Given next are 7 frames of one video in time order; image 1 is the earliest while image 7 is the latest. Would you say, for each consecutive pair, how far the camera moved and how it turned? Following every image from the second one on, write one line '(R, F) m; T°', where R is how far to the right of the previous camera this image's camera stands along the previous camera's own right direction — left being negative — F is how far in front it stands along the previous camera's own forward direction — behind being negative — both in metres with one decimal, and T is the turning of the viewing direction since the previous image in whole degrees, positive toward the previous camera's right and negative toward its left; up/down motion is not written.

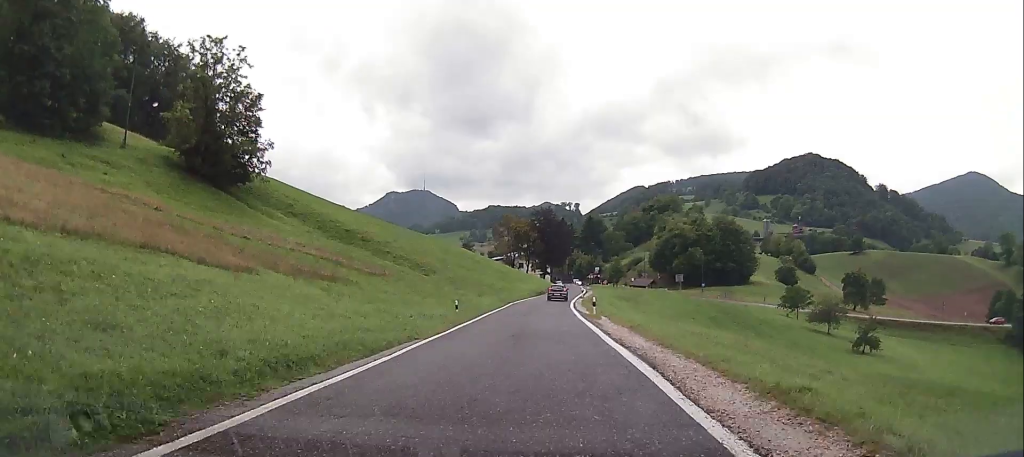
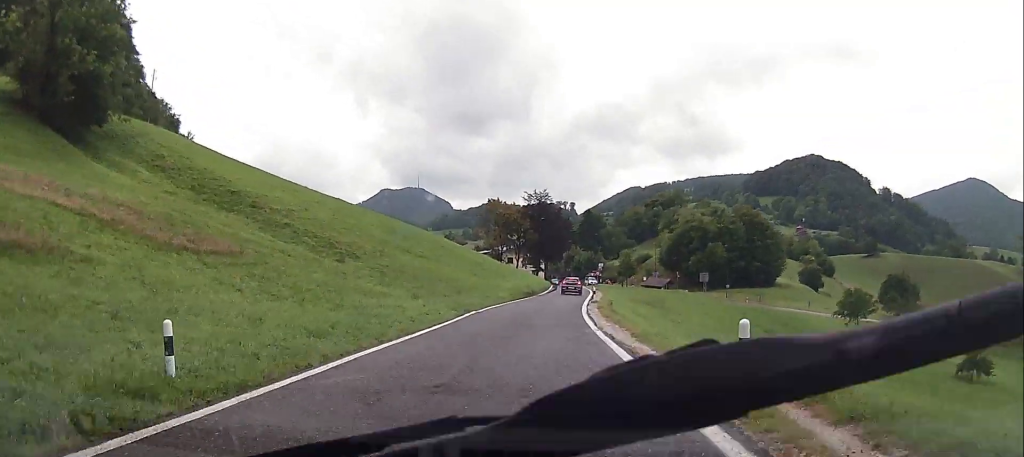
(+0.2, +26.4) m; -1°
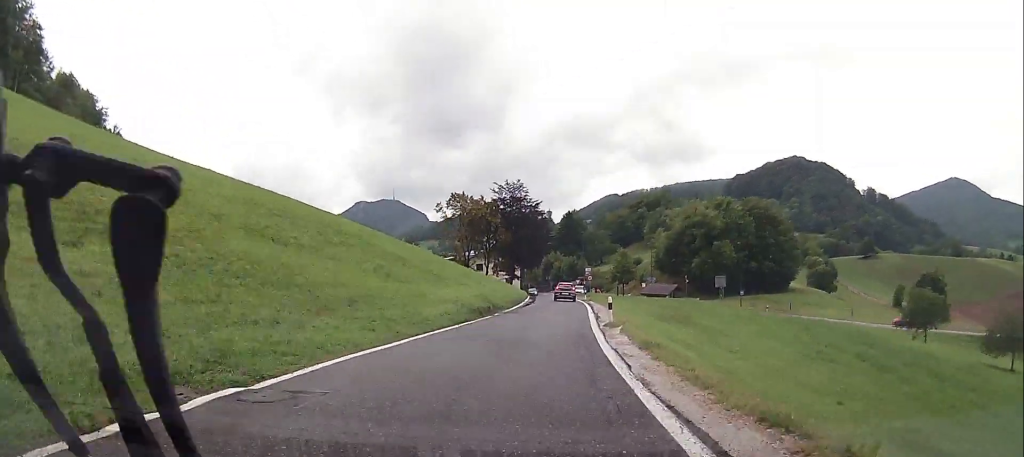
(-0.6, +23.7) m; -1°
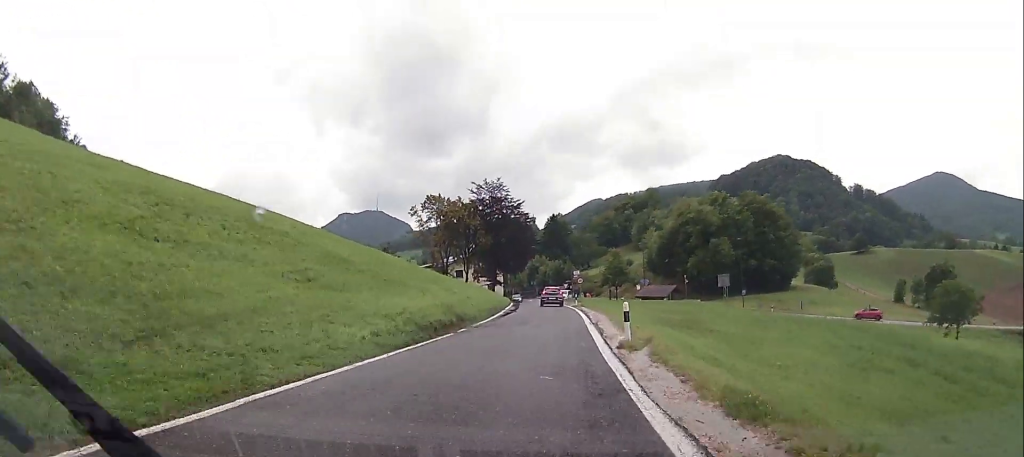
(+0.3, +9.2) m; +1°
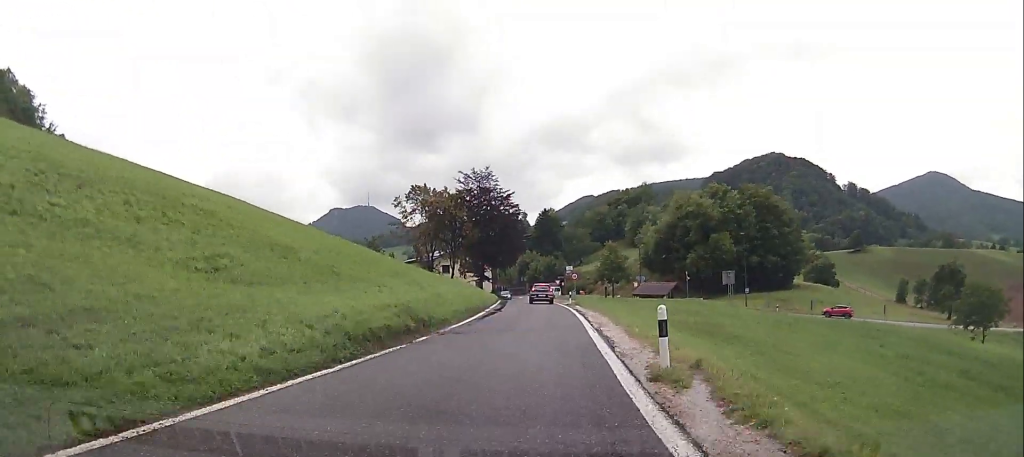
(+0.1, +6.6) m; +1°
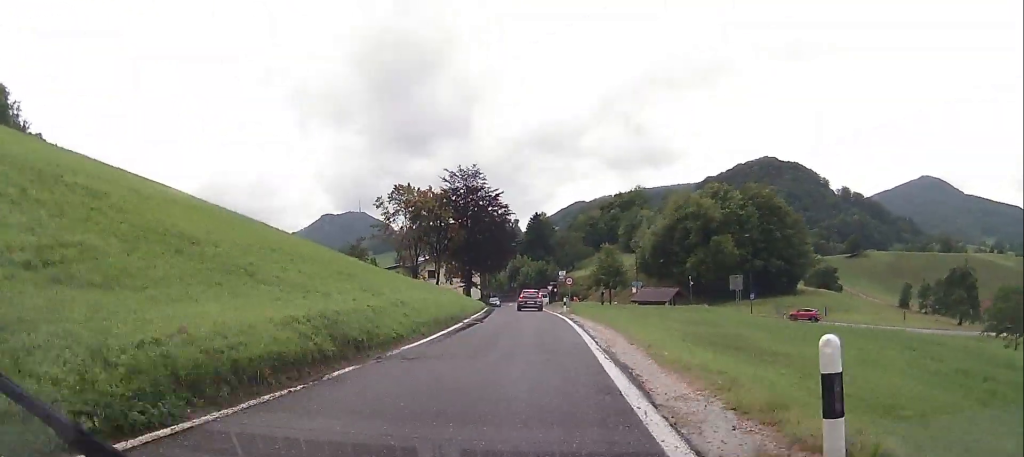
(0.0, +6.8) m; 0°
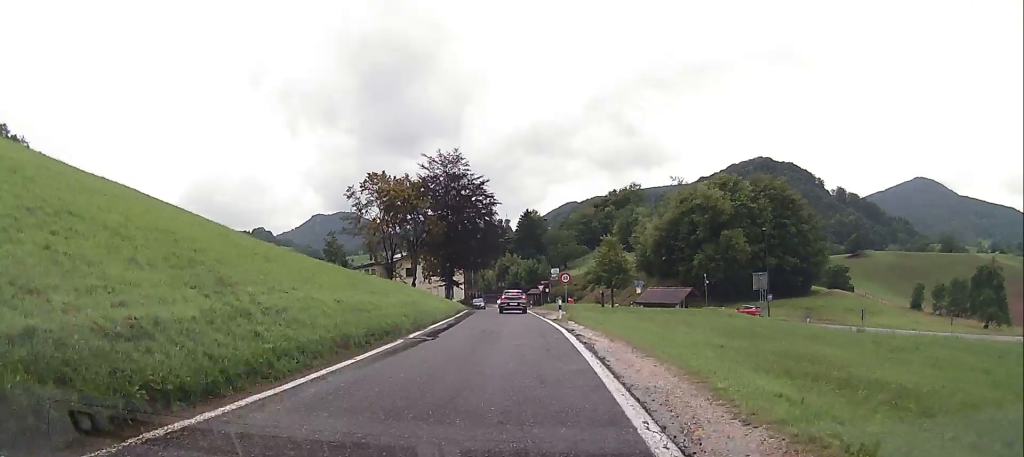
(0.0, +11.9) m; 0°
